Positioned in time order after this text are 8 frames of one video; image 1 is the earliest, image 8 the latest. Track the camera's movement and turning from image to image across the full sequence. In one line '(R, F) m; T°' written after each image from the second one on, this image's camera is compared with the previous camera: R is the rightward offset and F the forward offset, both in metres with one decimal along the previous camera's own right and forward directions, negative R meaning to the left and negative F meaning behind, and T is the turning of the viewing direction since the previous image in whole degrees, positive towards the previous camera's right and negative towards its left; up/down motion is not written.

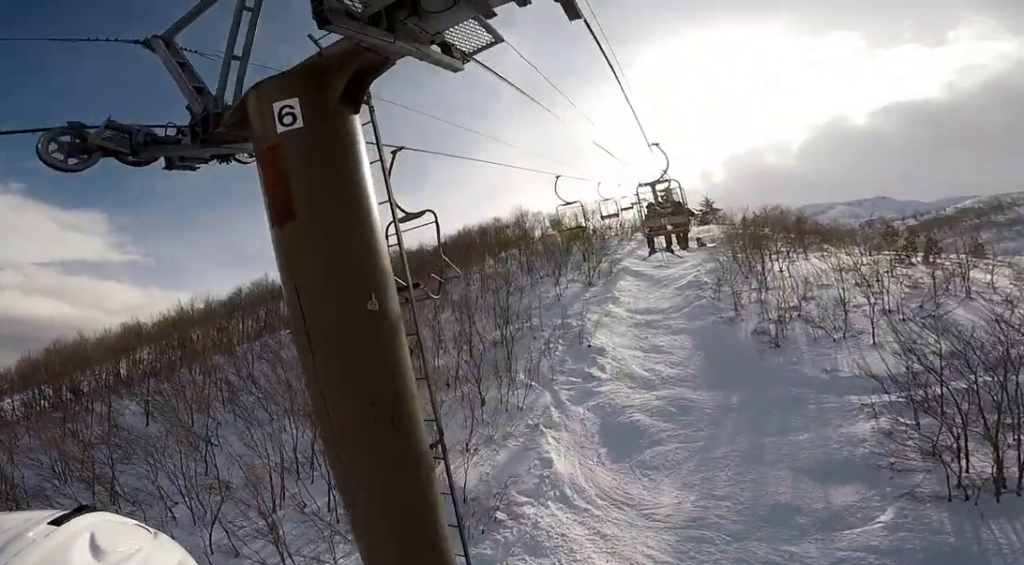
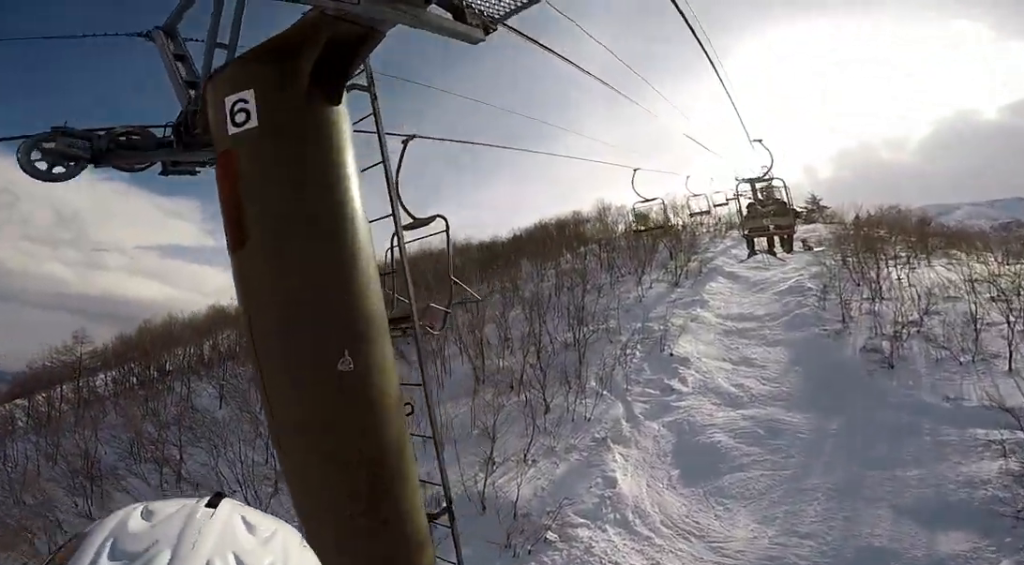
(-0.1, +0.7) m; -12°
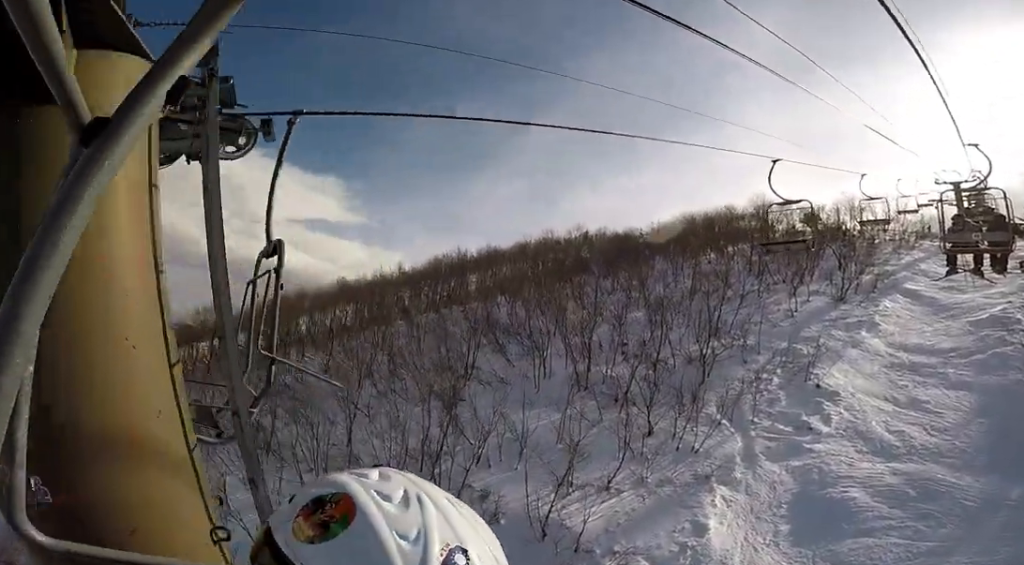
(-0.6, +1.7) m; -4°
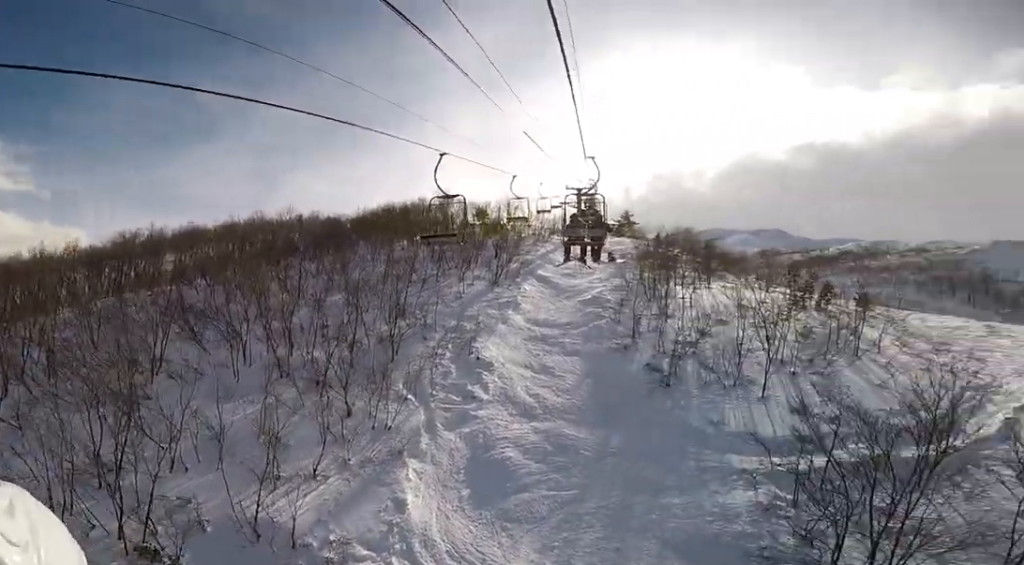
(+0.2, +0.8) m; +8°
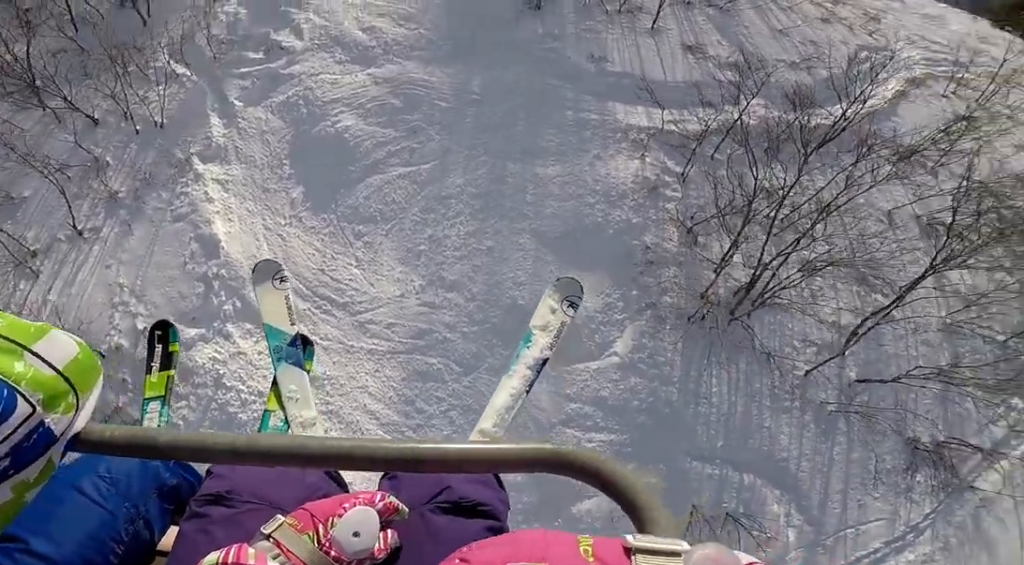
(+0.8, +4.0) m; +12°
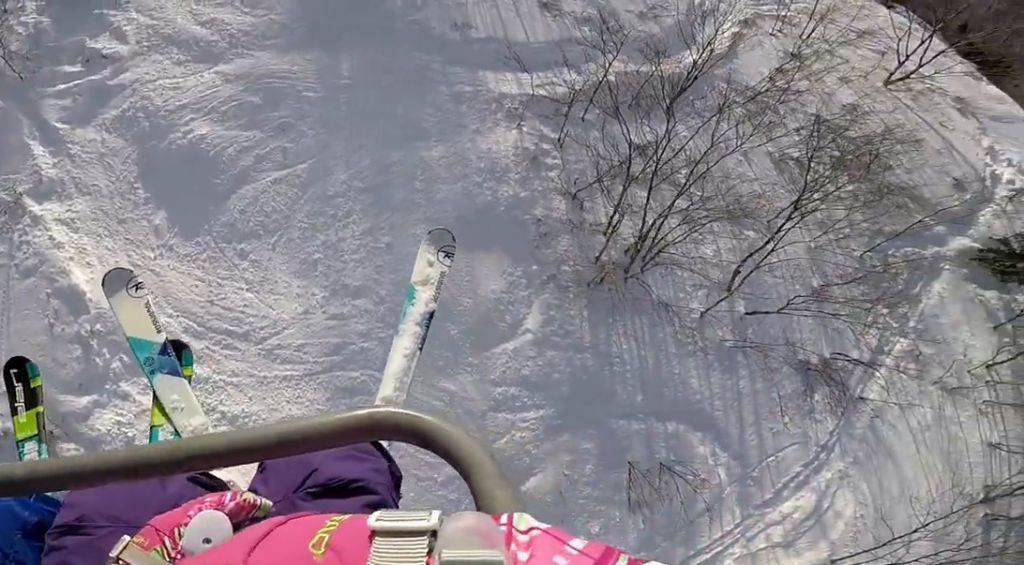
(0.0, +0.9) m; 0°
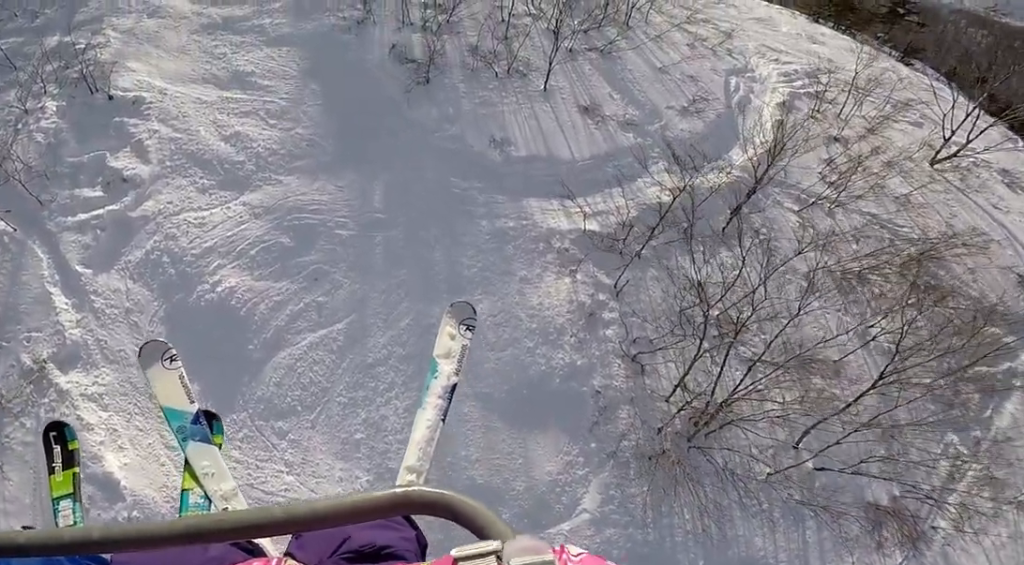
(0.0, +2.4) m; 0°
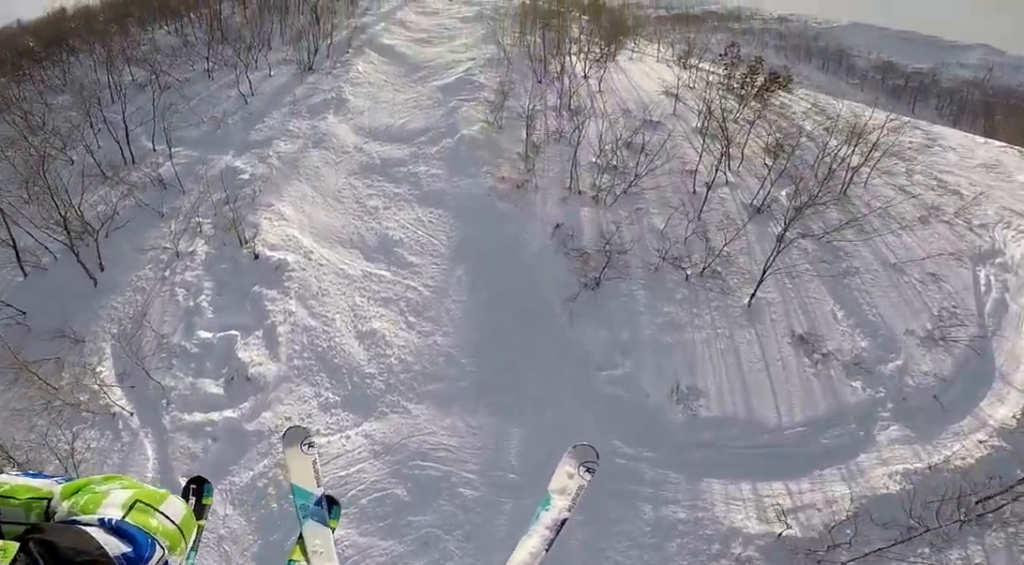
(0.0, +3.5) m; 0°
